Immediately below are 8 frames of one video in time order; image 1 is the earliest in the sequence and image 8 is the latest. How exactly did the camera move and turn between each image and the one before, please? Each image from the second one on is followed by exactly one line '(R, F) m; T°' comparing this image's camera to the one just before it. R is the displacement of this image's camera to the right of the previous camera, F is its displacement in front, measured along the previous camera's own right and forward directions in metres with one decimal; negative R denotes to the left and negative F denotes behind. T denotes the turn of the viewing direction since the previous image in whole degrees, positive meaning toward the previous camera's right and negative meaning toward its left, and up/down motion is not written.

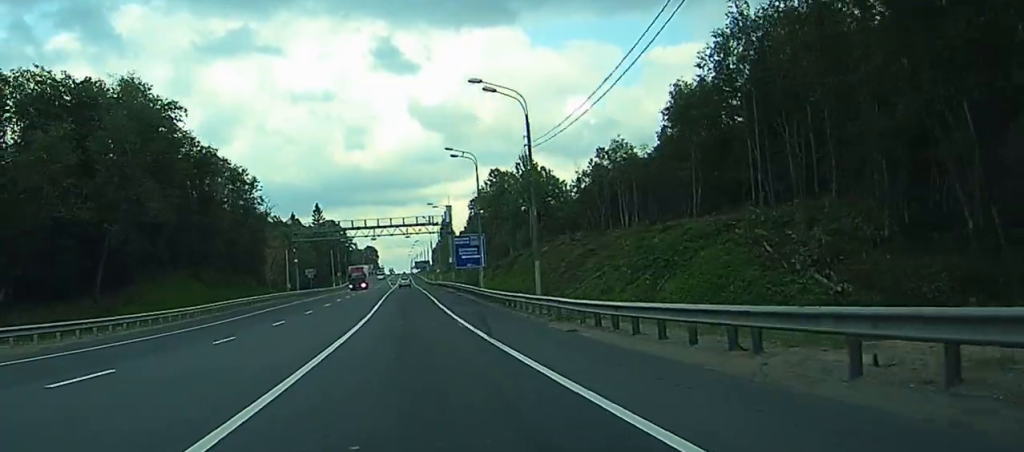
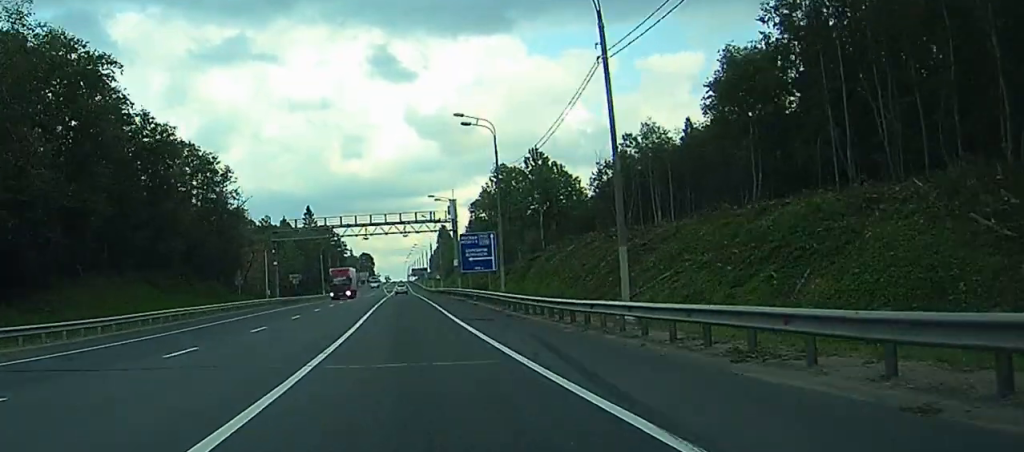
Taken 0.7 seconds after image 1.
(-0.1, +16.9) m; 0°
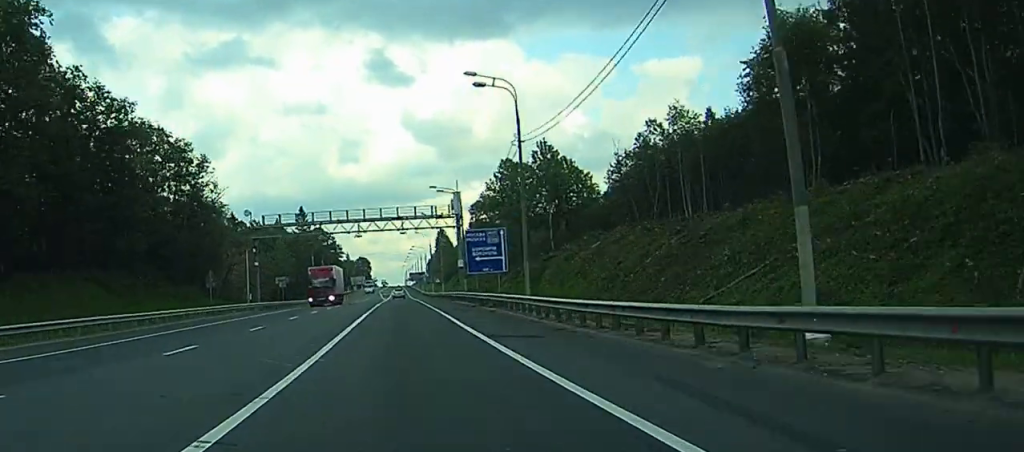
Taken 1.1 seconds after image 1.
(0.0, +11.8) m; 0°
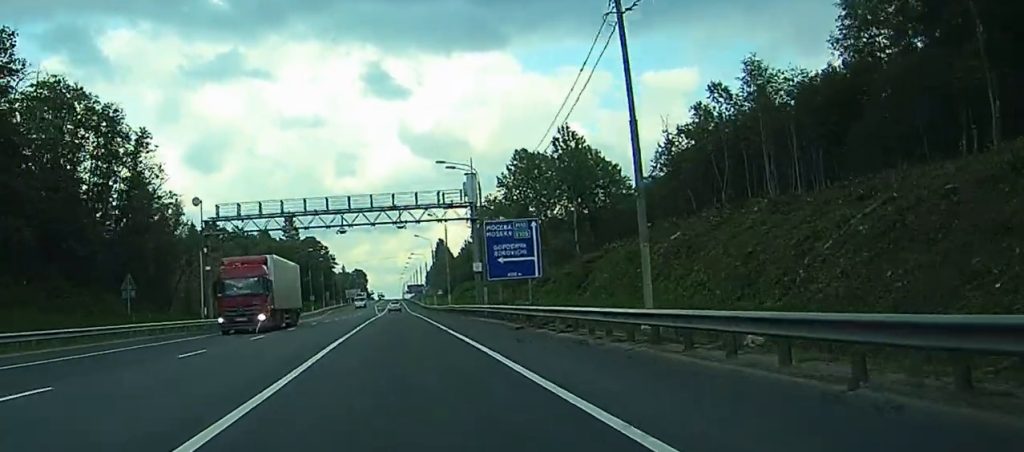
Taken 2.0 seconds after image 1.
(+0.1, +21.9) m; +1°
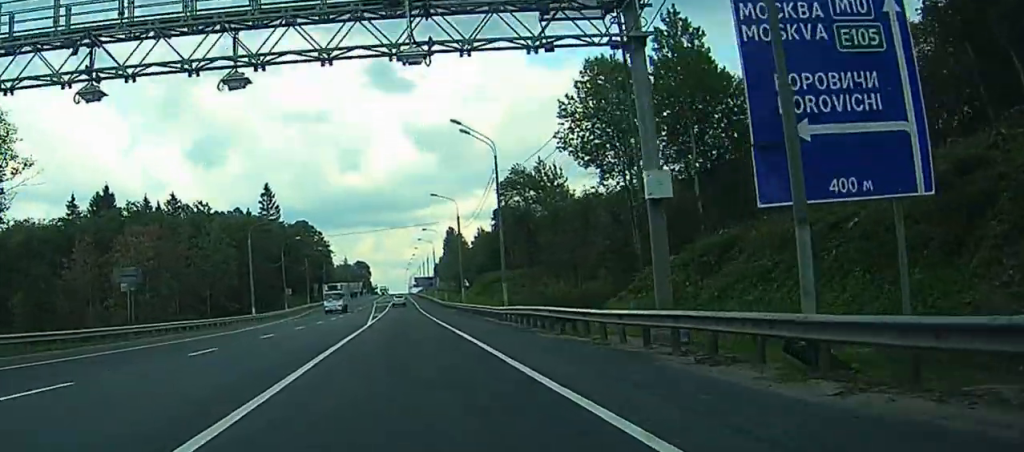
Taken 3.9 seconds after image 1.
(+0.3, +47.5) m; 0°
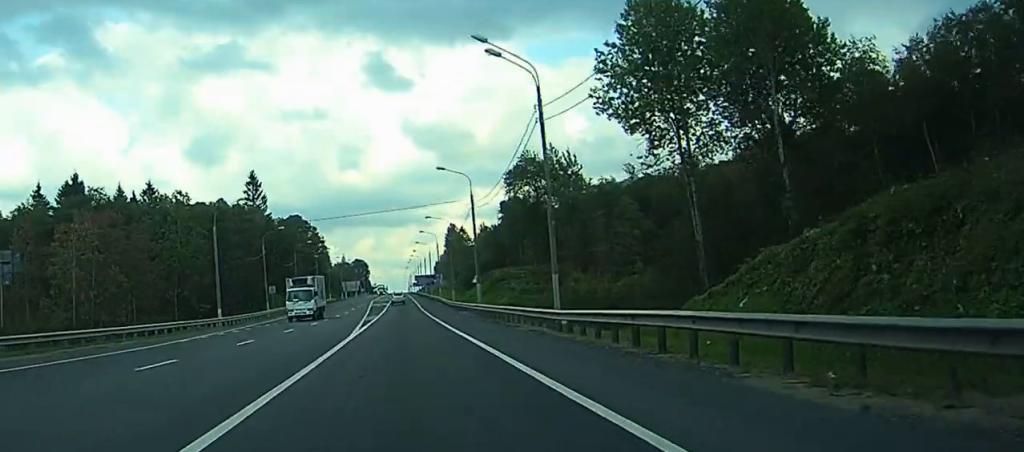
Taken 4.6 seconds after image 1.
(0.0, +17.2) m; 0°
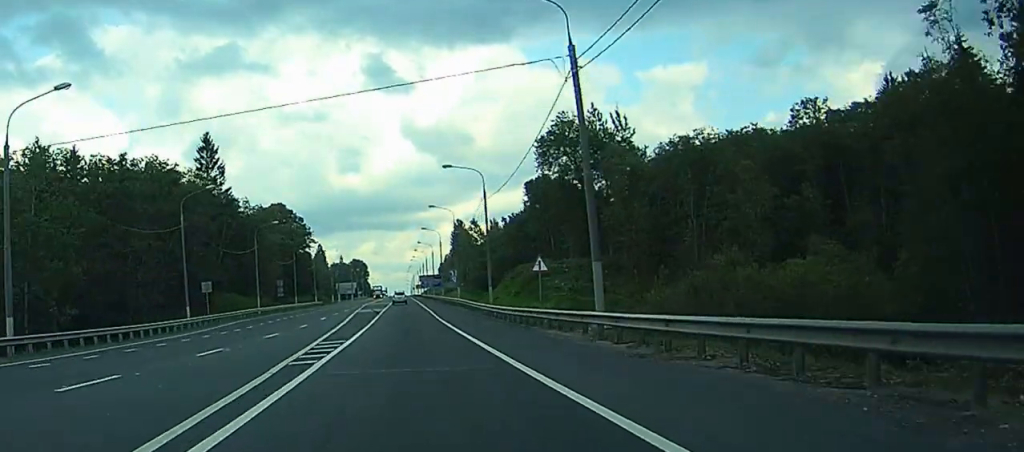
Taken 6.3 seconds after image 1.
(0.0, +41.3) m; 0°
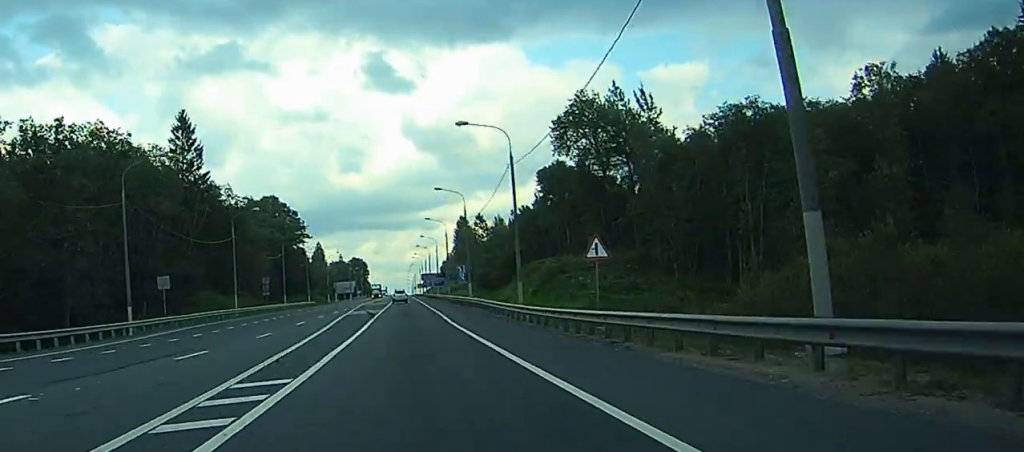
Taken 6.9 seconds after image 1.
(0.0, +14.5) m; 0°
